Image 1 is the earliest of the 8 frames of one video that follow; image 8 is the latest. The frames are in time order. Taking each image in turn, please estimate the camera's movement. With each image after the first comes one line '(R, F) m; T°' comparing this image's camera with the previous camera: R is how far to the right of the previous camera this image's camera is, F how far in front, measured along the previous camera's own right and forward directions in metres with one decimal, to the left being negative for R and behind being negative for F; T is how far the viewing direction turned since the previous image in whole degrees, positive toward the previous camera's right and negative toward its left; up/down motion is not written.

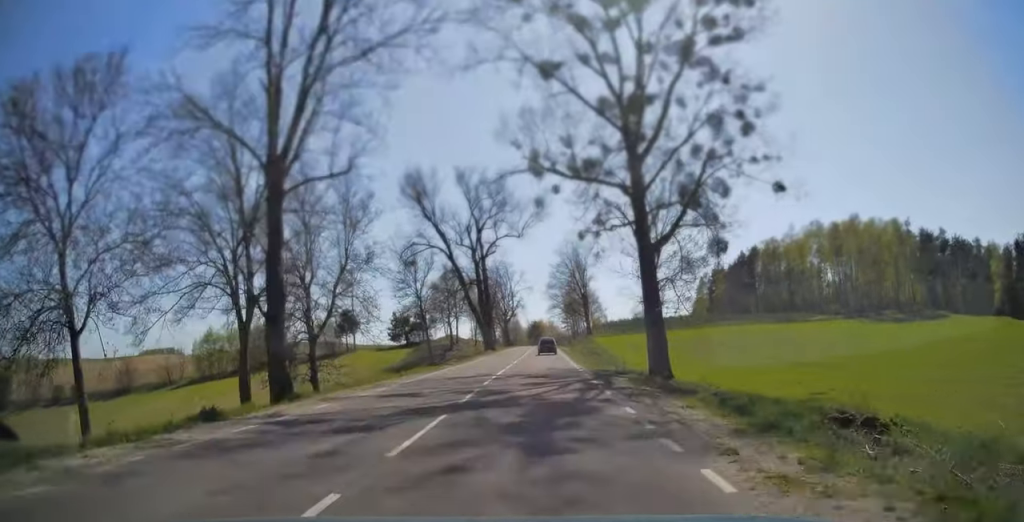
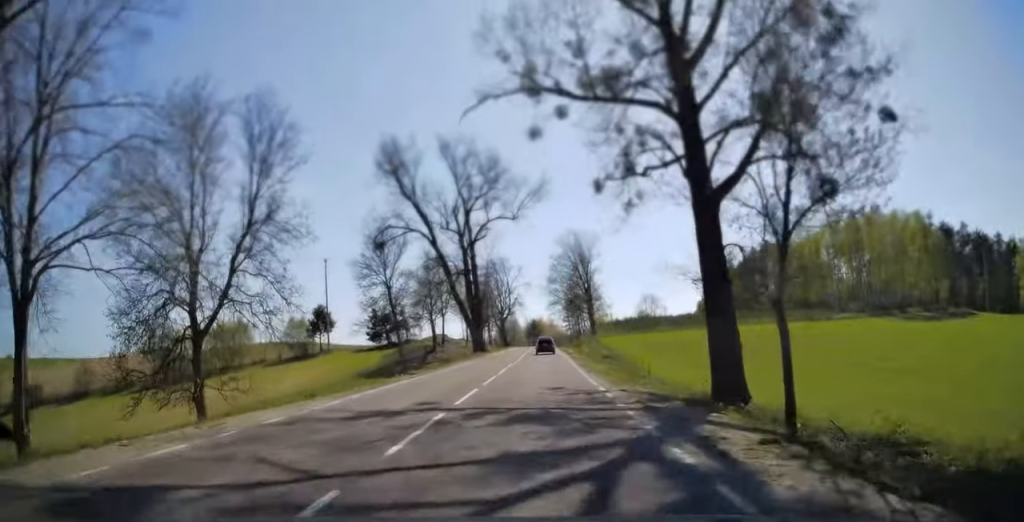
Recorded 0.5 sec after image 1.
(-0.1, +11.6) m; 0°
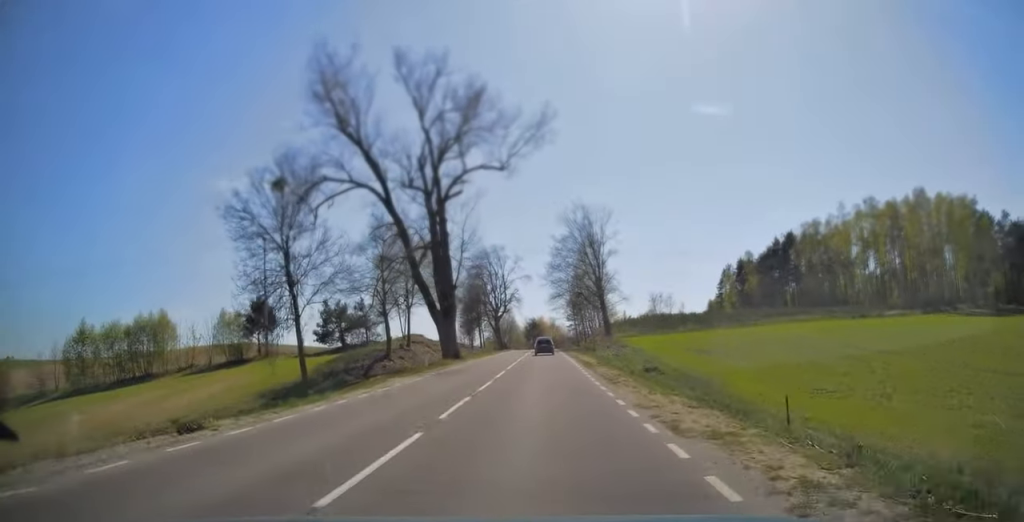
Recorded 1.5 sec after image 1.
(-0.1, +20.0) m; 0°
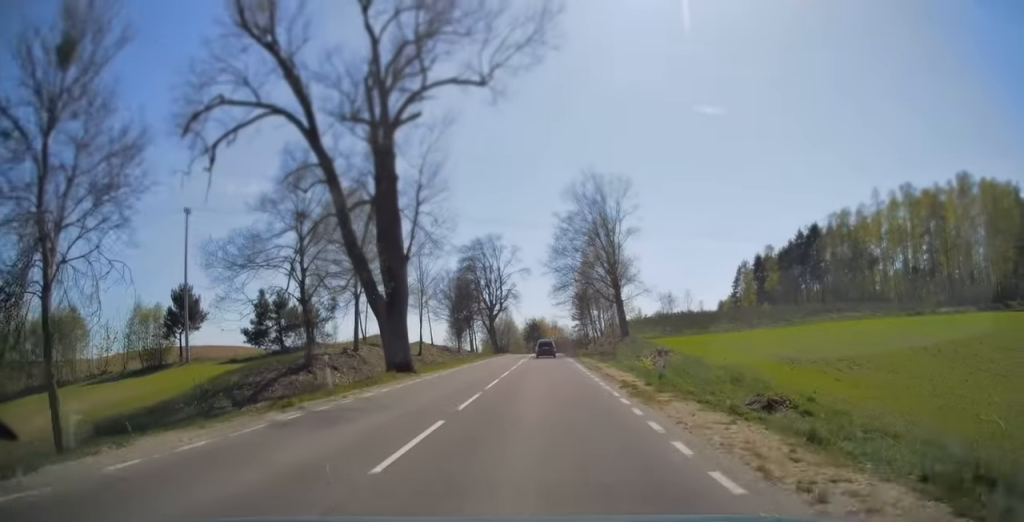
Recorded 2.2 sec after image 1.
(0.0, +16.4) m; 0°
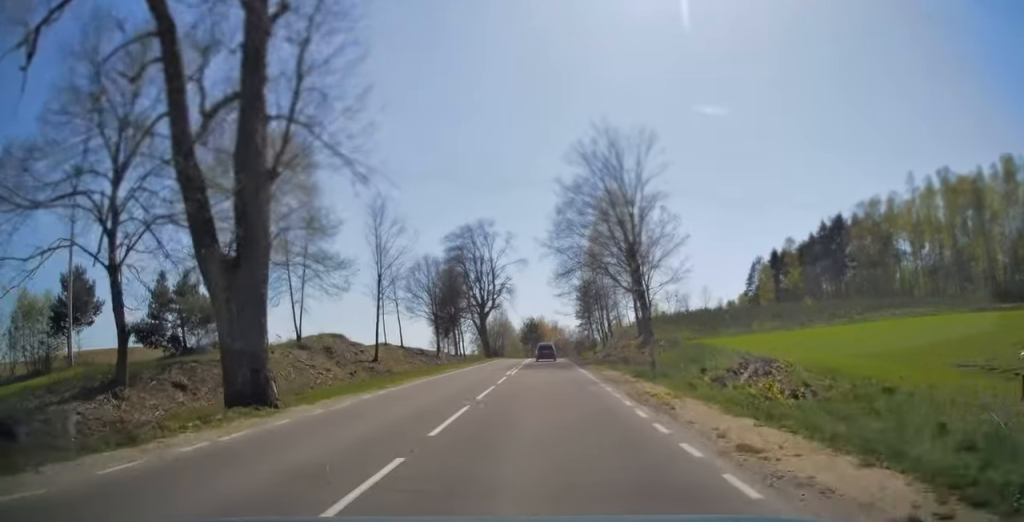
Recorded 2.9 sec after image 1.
(0.0, +15.0) m; 0°
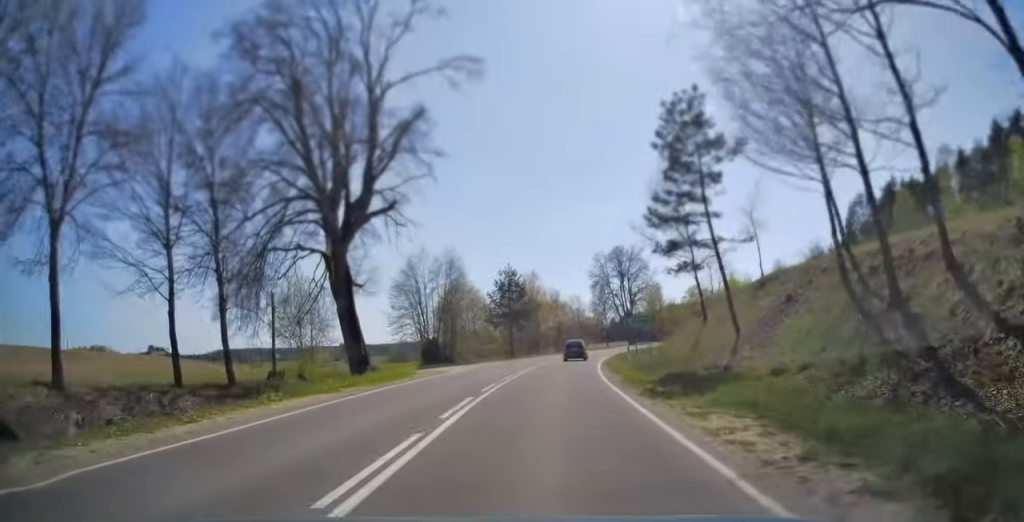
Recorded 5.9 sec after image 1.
(+0.1, +68.1) m; +1°
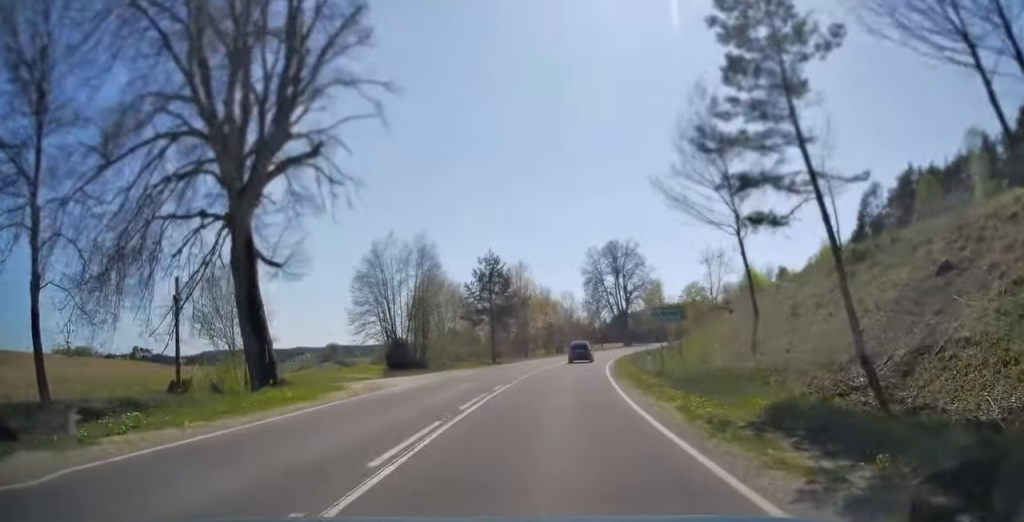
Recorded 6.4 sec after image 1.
(+0.2, +10.0) m; +1°
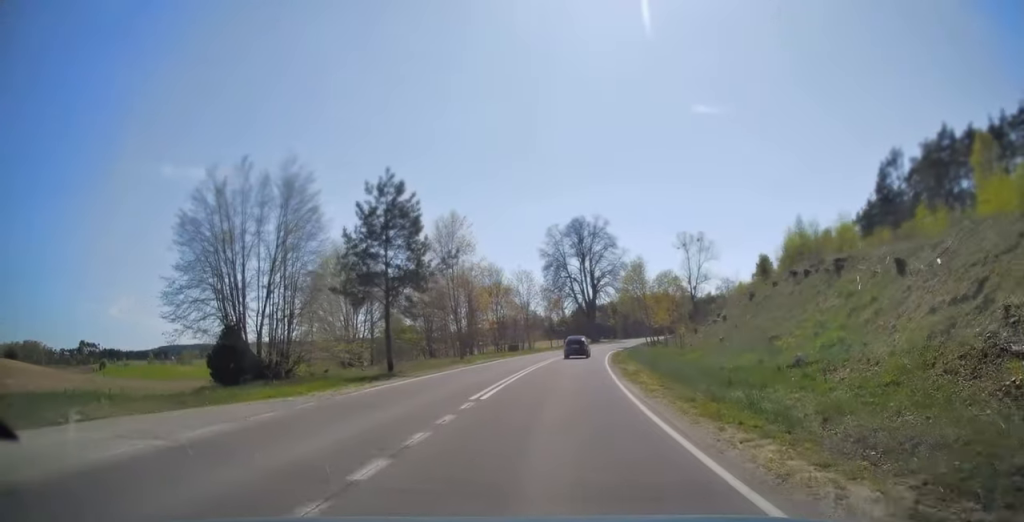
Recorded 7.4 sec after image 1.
(+0.6, +22.5) m; +3°
